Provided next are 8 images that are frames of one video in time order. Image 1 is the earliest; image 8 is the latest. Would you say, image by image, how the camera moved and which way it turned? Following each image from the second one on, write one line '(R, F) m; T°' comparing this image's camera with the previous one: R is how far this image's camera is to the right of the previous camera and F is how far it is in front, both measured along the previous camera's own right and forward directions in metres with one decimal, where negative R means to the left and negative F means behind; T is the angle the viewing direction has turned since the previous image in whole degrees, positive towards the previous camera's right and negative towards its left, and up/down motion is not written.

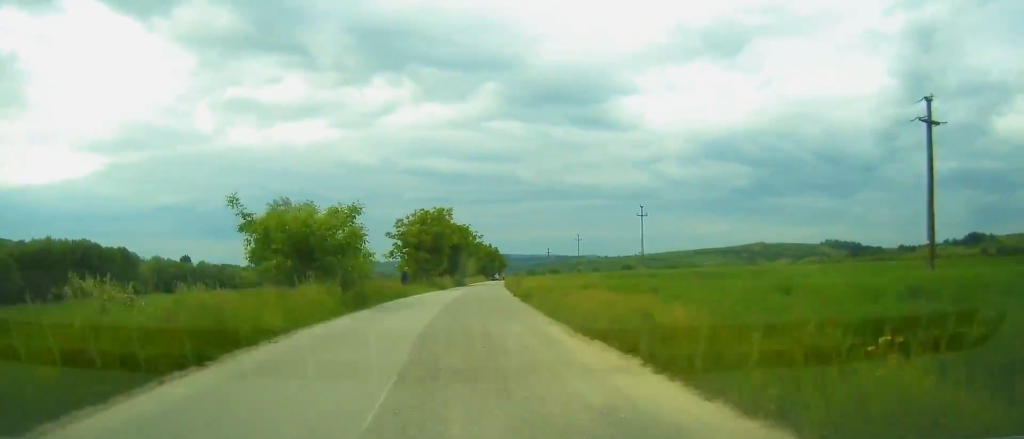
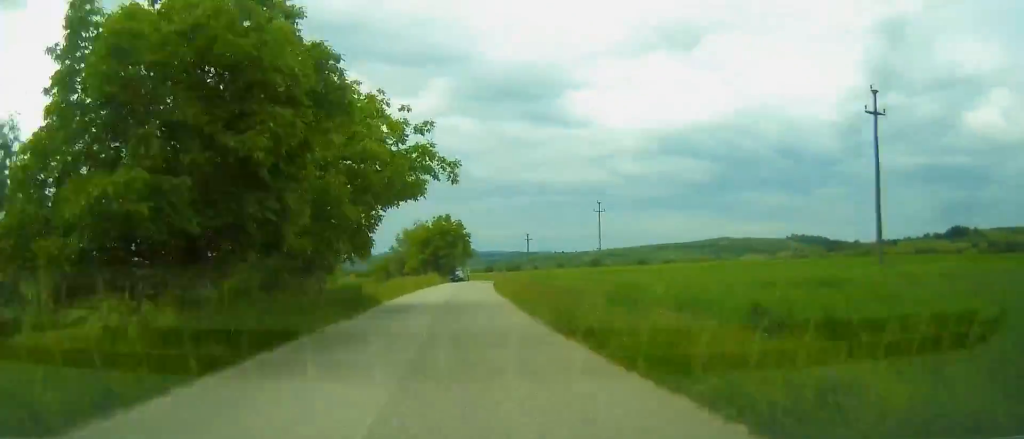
(+2.3, +63.5) m; +3°
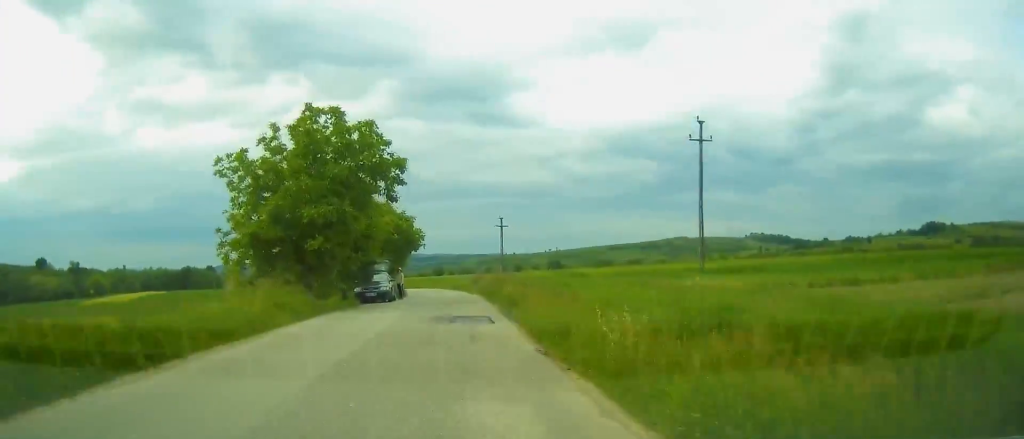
(+1.1, +52.2) m; -1°
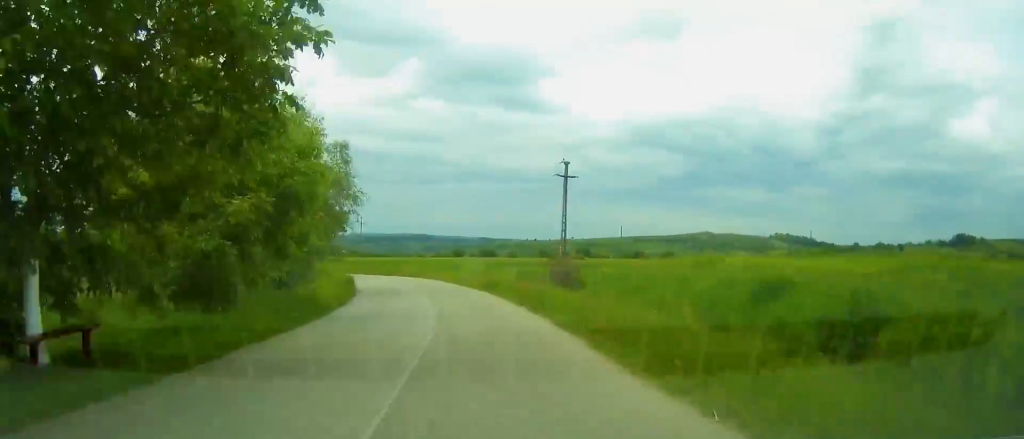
(+1.4, +50.2) m; -6°
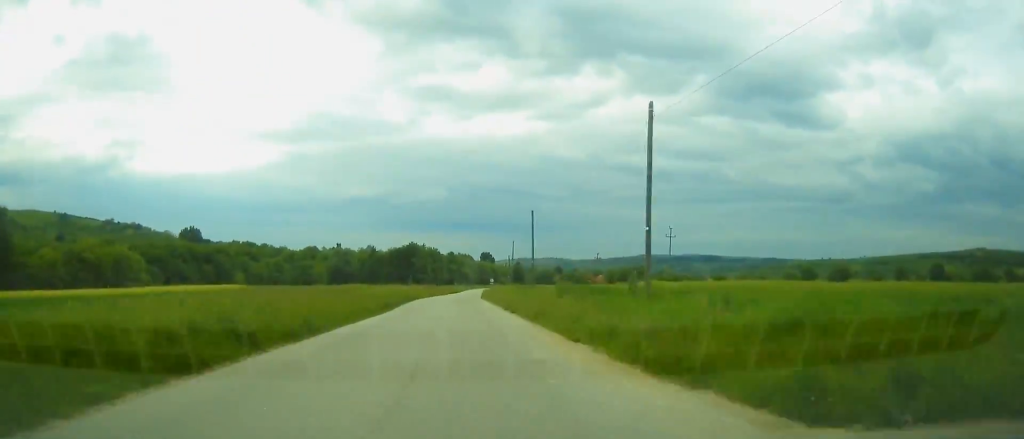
(-29.3, +139.5) m; -14°
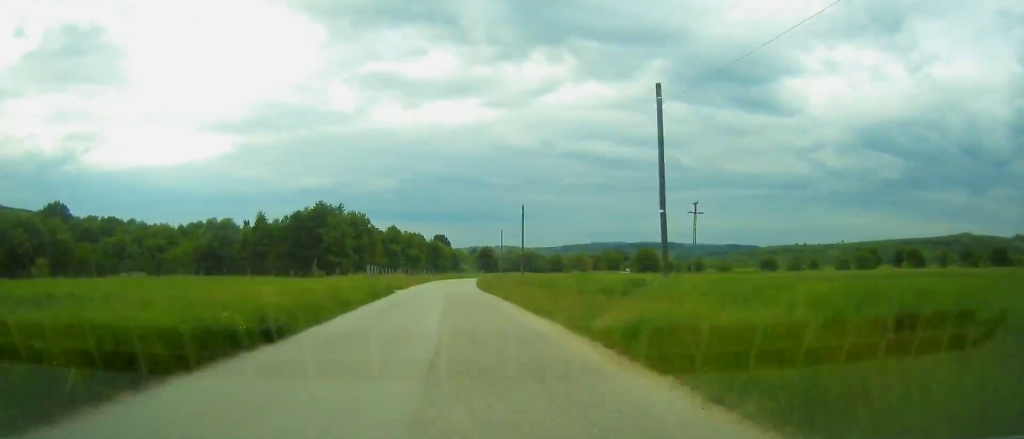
(+2.9, +102.6) m; +6°
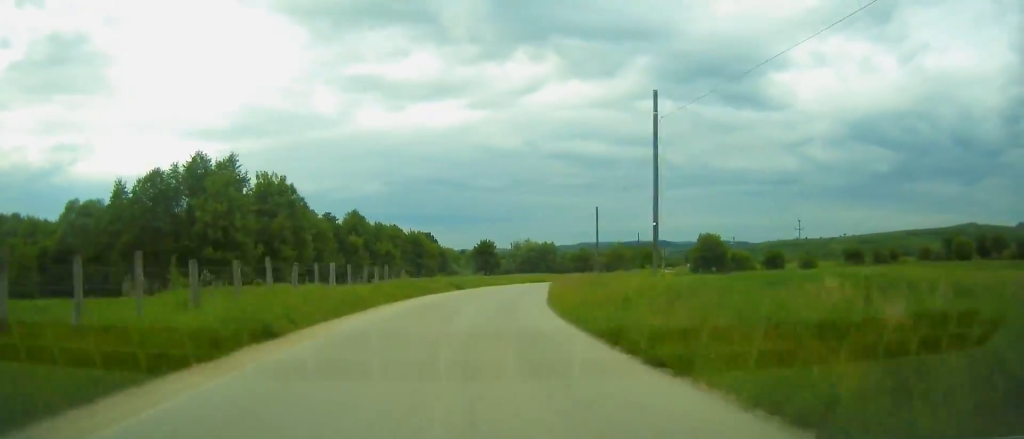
(+3.4, +66.3) m; +8°
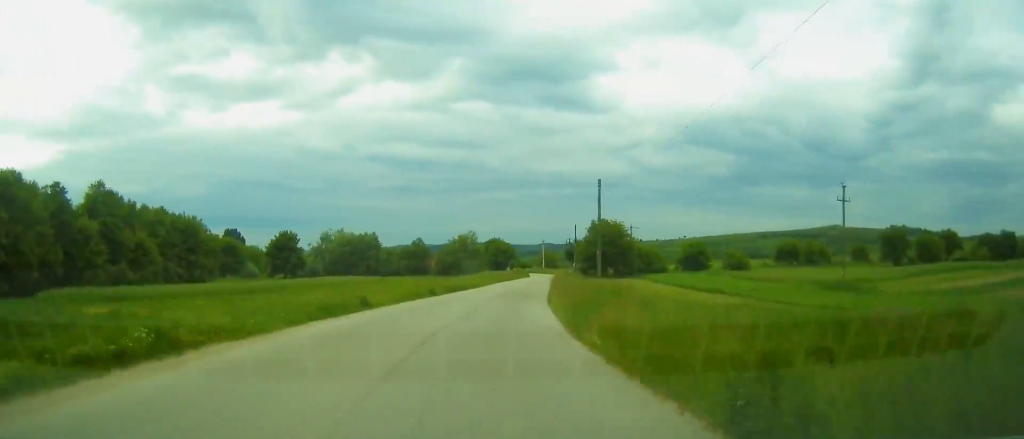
(+2.3, +52.6) m; +8°
